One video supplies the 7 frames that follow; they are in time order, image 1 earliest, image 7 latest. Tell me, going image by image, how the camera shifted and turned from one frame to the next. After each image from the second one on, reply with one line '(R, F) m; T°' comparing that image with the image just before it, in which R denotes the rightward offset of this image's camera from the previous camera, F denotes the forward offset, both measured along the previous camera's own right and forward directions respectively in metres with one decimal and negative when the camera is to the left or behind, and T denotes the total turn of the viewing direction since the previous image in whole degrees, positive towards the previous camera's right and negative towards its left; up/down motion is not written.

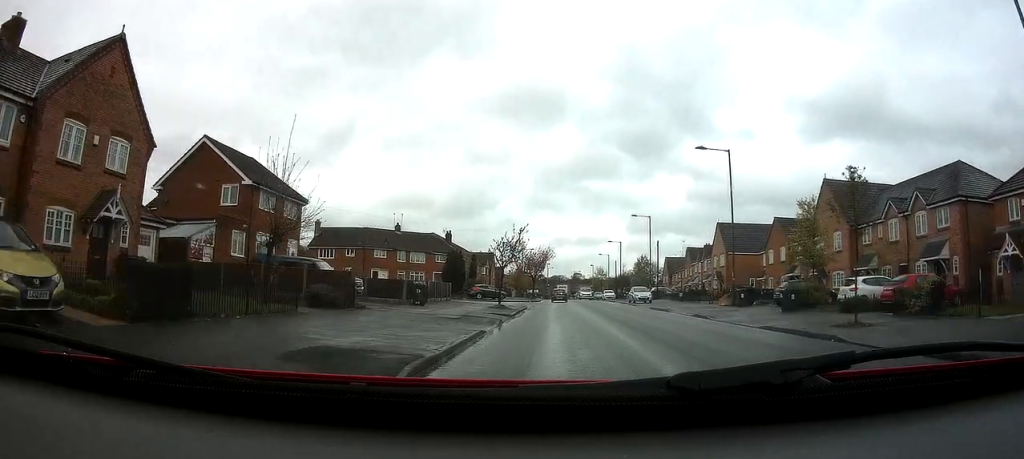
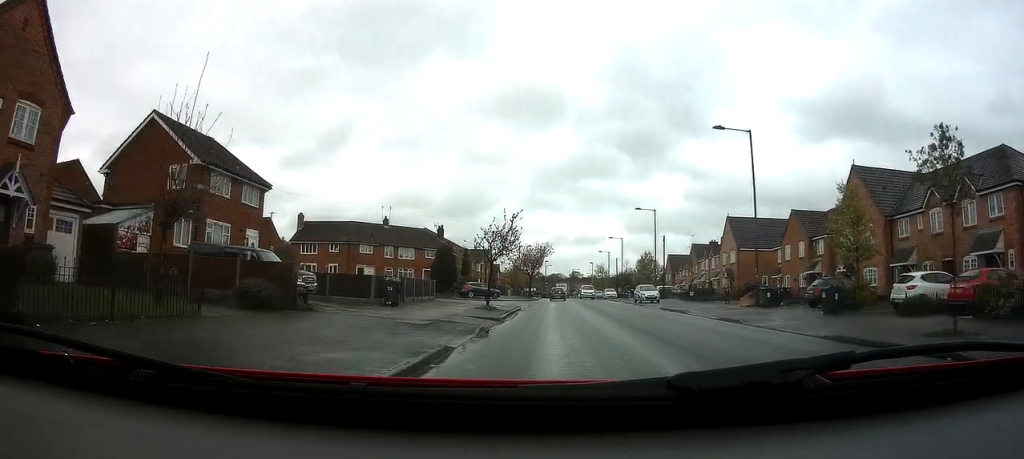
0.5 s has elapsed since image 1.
(+0.1, +4.8) m; +1°
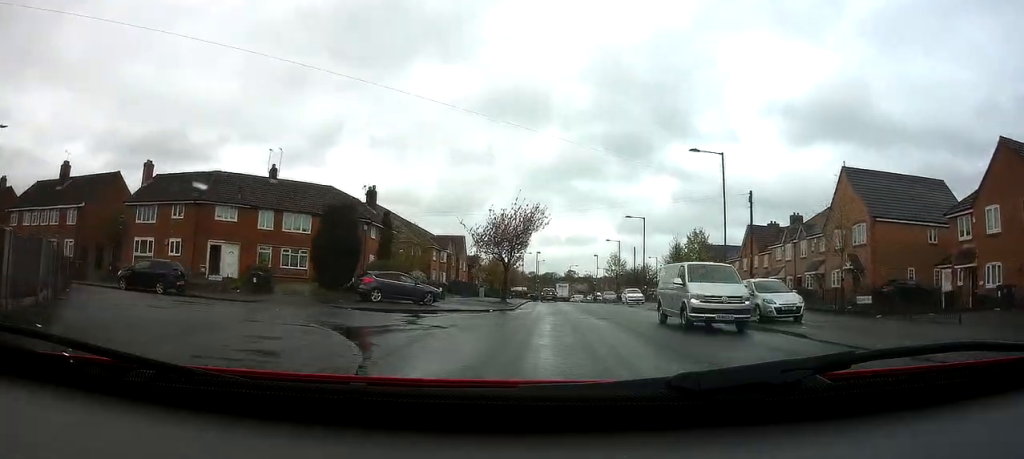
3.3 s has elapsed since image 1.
(+0.5, +28.8) m; +1°
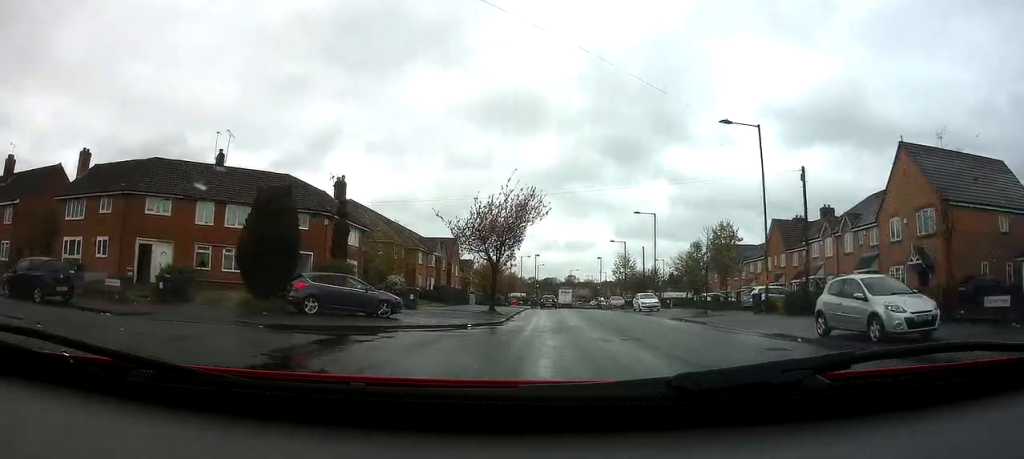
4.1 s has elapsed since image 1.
(0.0, +7.6) m; 0°
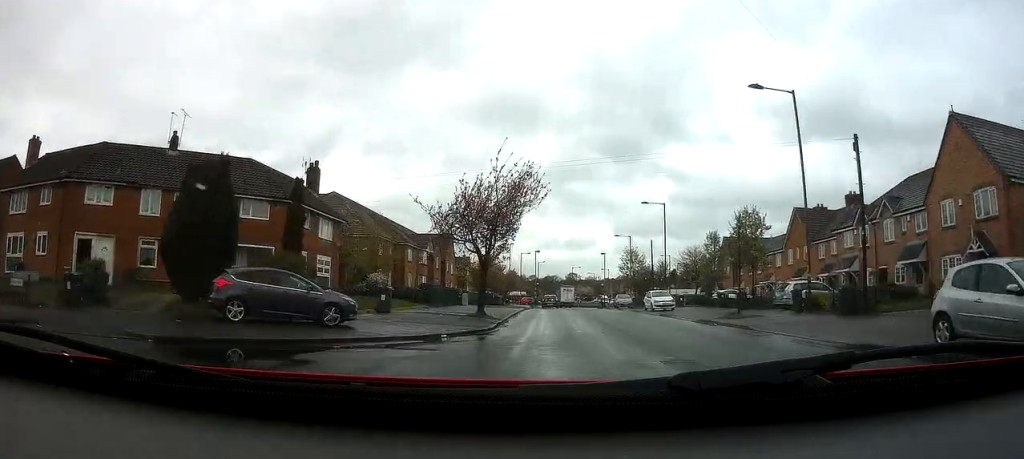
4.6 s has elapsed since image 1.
(0.0, +5.2) m; 0°
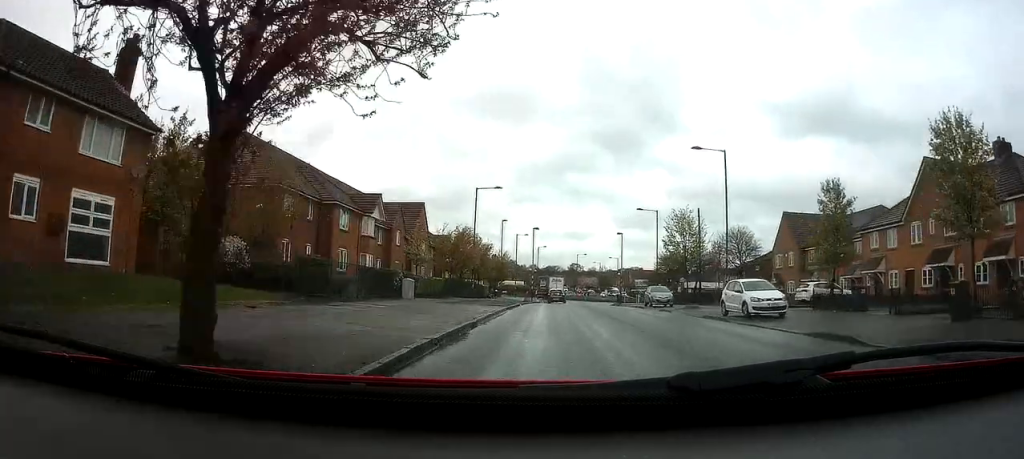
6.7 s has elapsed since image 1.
(-0.2, +19.9) m; -1°
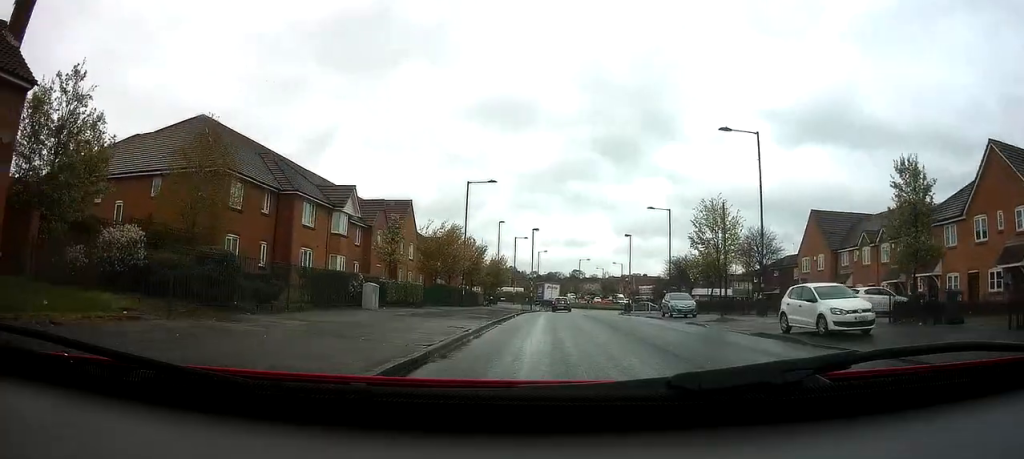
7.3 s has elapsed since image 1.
(0.0, +6.3) m; 0°
